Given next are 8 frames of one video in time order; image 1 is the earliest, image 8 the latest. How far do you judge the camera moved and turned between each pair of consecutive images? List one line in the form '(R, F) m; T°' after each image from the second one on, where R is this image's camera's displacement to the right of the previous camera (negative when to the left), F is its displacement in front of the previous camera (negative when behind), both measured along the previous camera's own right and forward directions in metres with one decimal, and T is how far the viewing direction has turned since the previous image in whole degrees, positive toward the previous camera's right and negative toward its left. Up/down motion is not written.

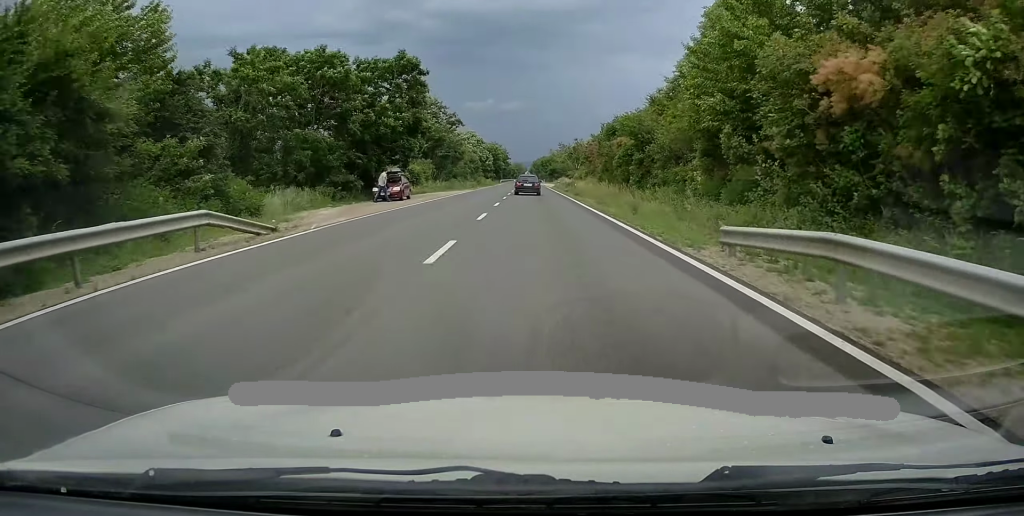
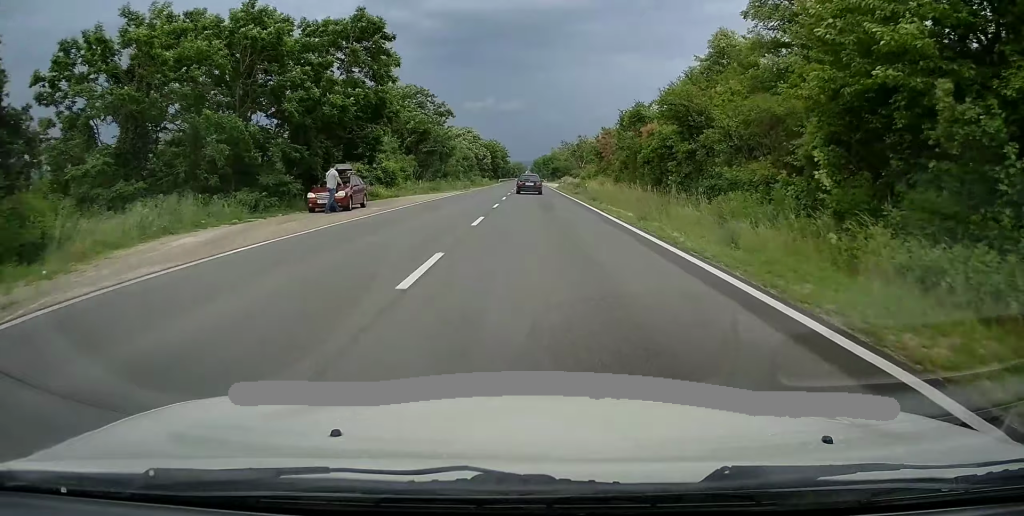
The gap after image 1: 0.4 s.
(-0.2, +10.9) m; 0°
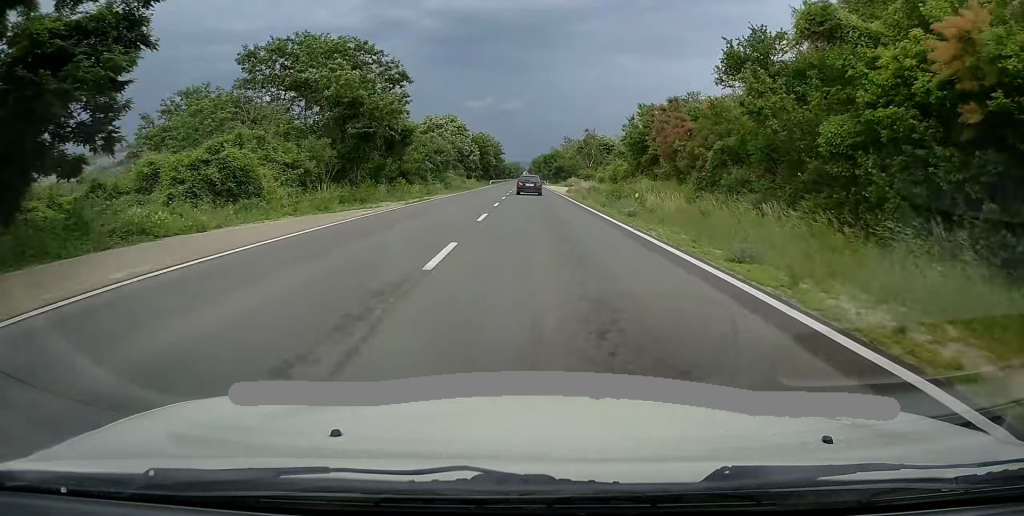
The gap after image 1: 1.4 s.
(-0.1, +25.1) m; 0°
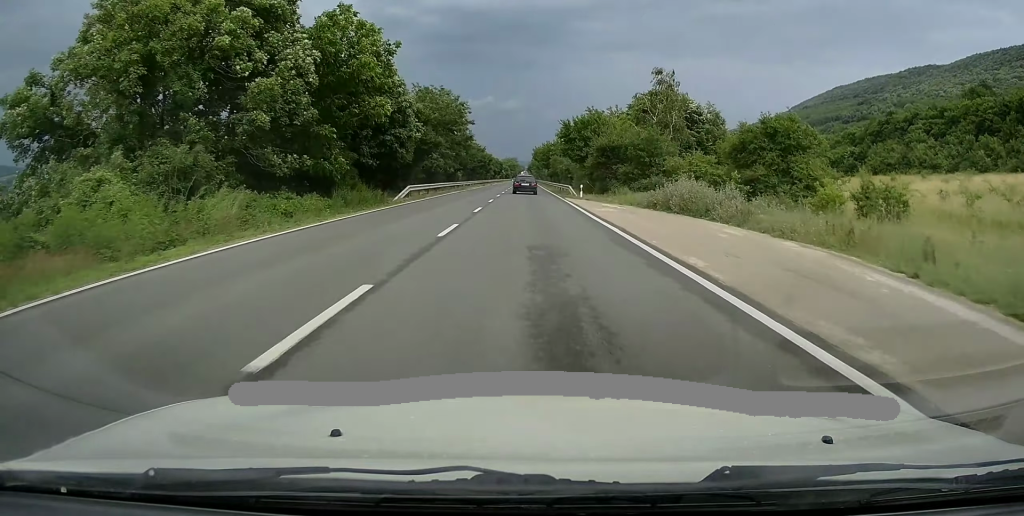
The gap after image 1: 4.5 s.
(0.0, +75.6) m; 0°
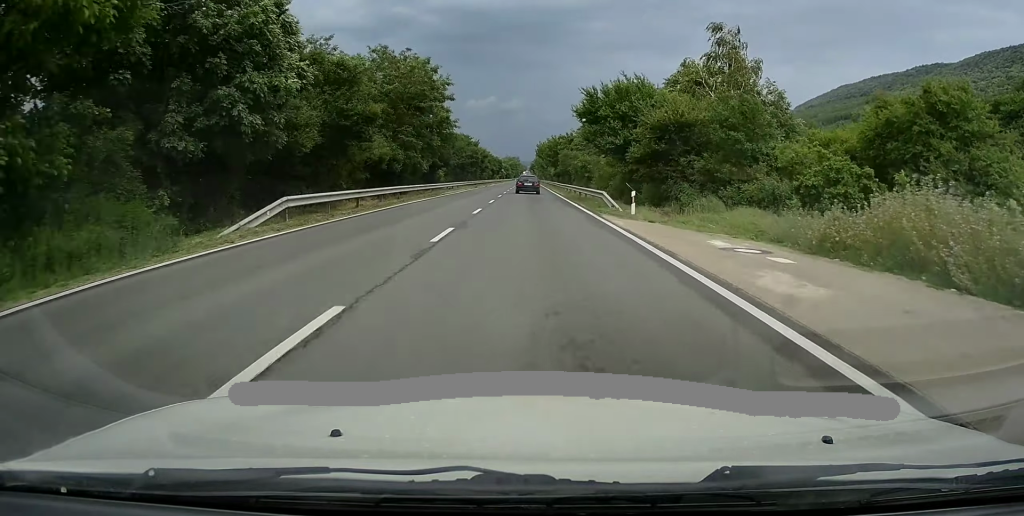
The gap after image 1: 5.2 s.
(+0.2, +19.0) m; 0°
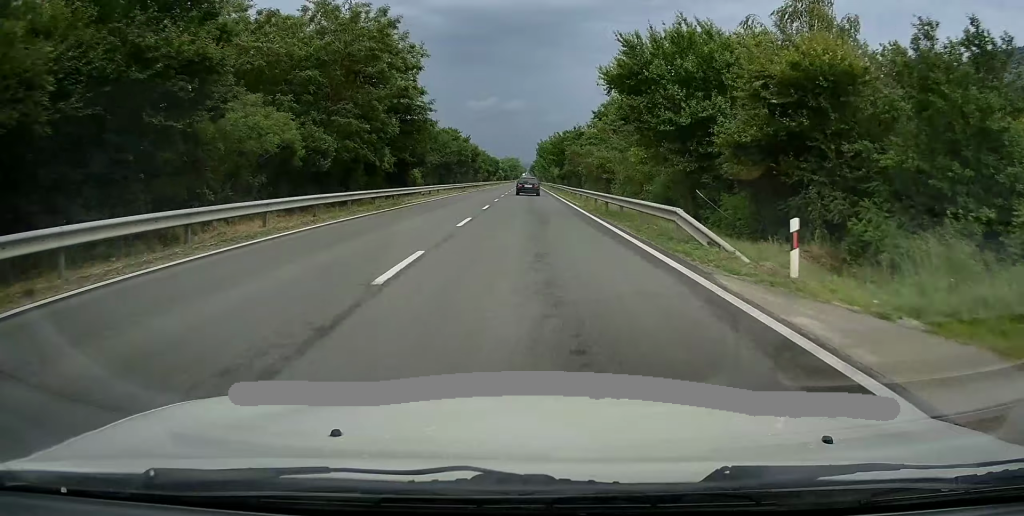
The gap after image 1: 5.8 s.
(-0.3, +13.2) m; 0°
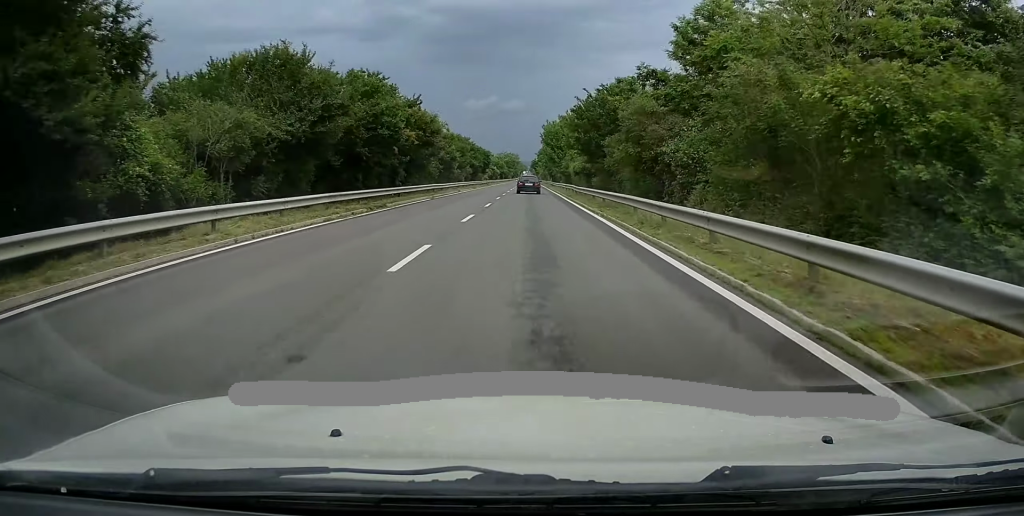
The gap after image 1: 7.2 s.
(+0.4, +34.8) m; +1°
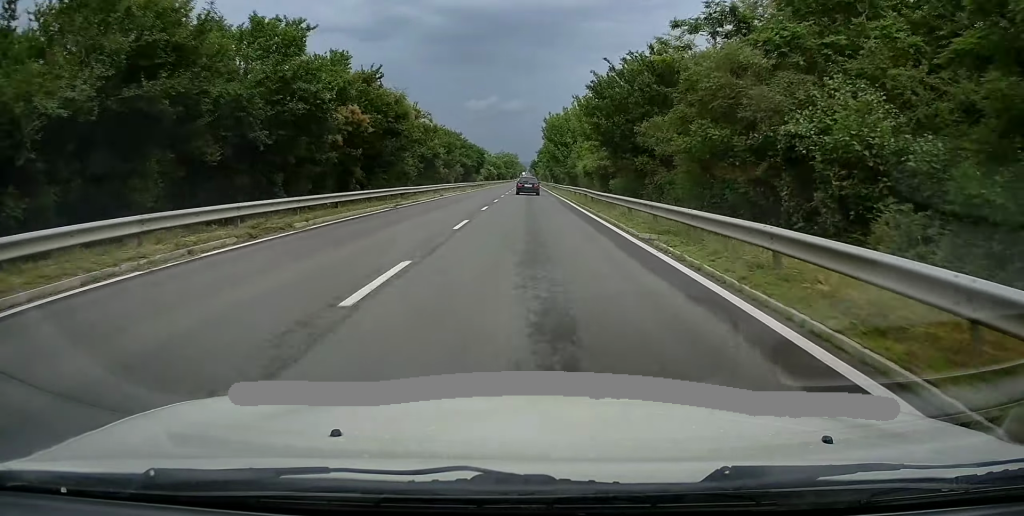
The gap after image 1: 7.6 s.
(0.0, +10.8) m; -1°
